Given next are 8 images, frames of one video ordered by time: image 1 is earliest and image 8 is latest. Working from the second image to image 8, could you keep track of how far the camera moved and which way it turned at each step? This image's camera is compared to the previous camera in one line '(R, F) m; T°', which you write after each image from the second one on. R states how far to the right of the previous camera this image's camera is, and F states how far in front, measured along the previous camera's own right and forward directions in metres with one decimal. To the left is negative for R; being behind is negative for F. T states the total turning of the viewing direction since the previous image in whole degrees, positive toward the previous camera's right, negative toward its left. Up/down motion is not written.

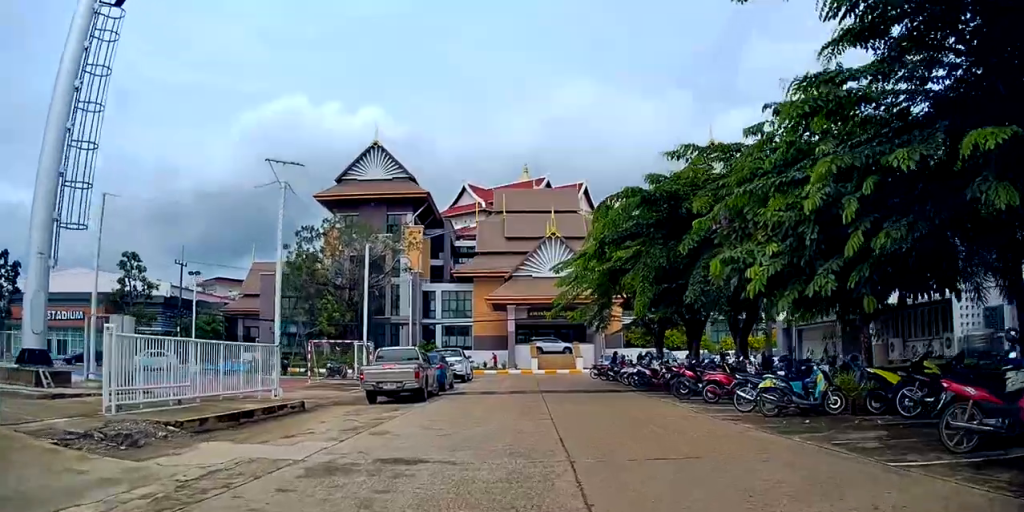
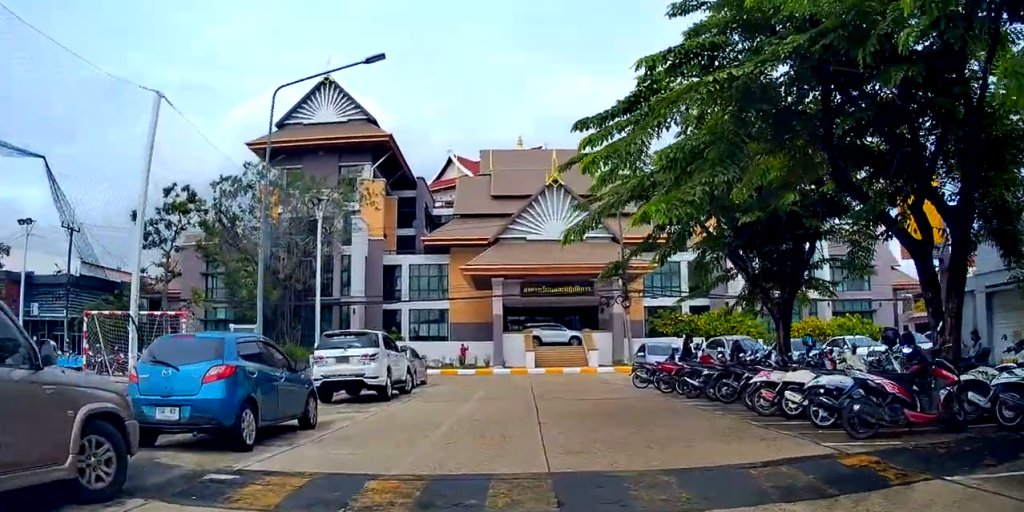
(+0.1, +16.0) m; -1°
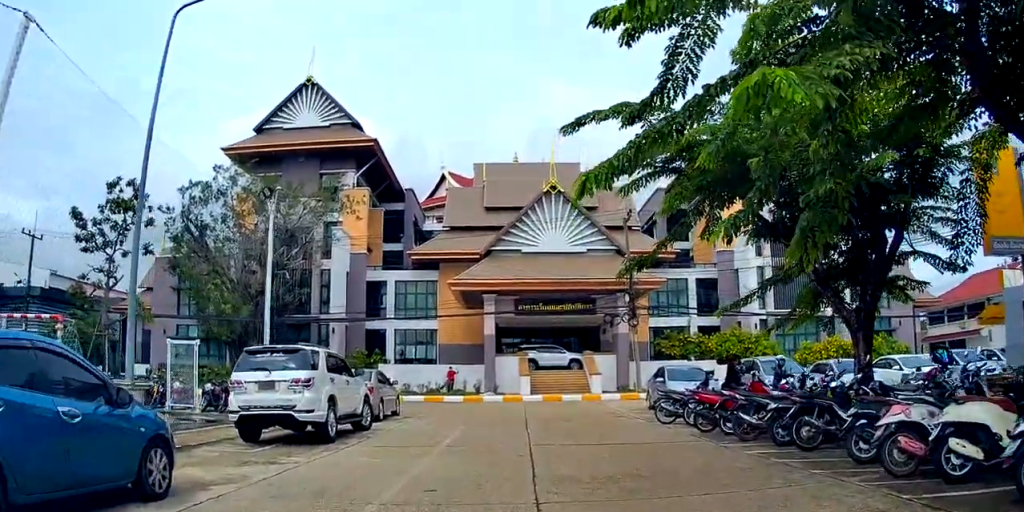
(+0.2, +4.7) m; +6°
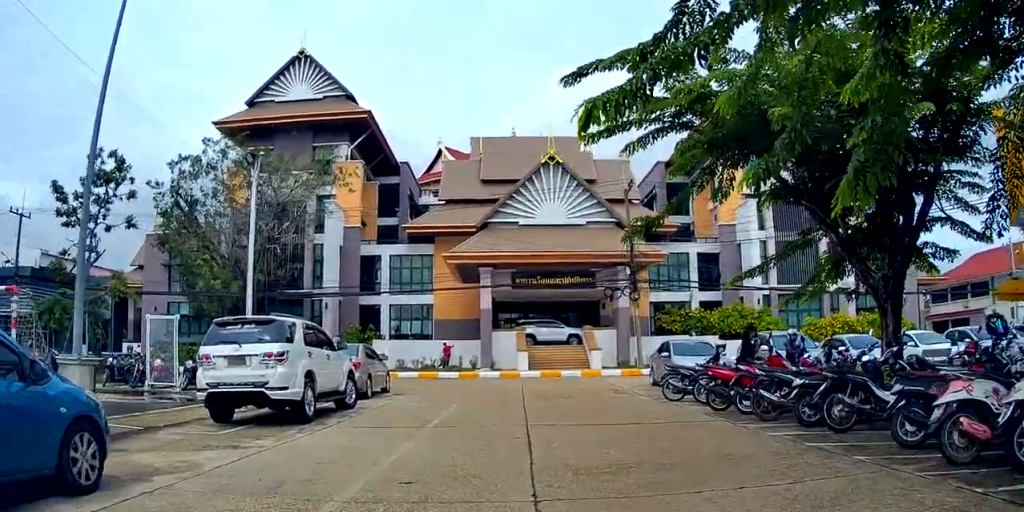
(0.0, +1.3) m; +1°
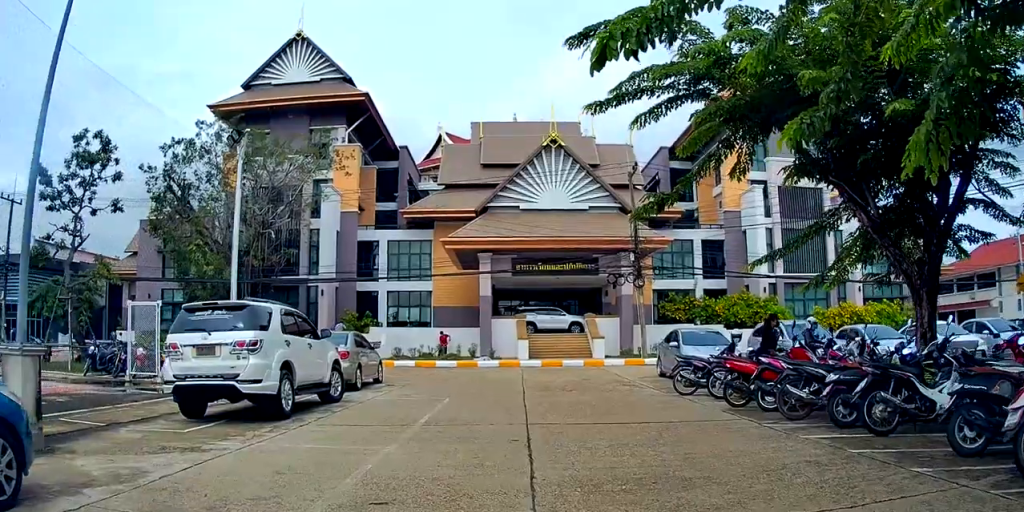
(0.0, +1.1) m; -3°
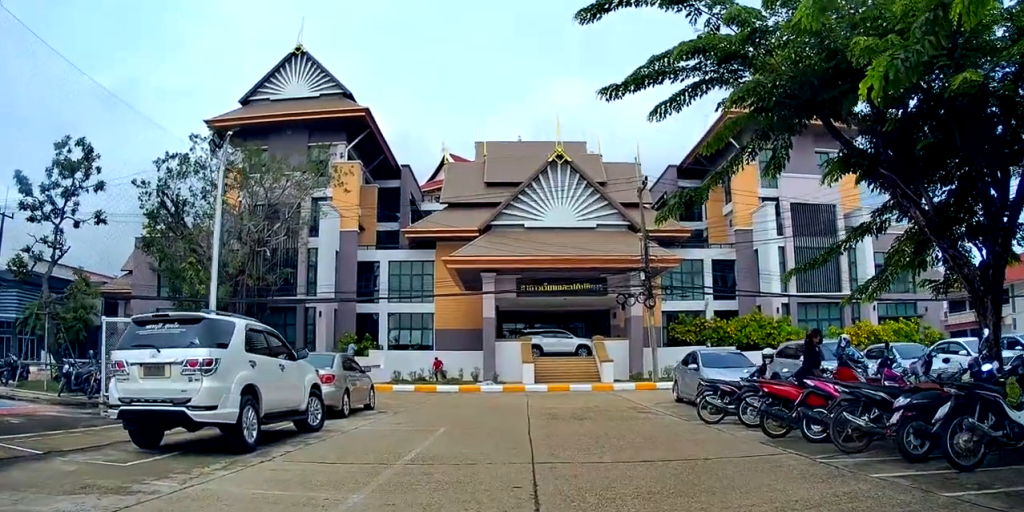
(-0.1, +1.7) m; -5°
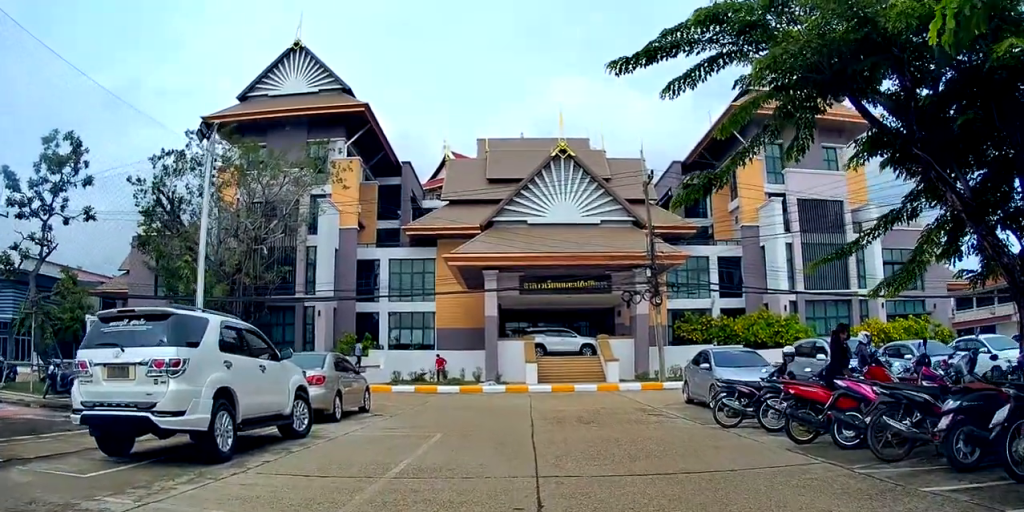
(-0.1, +1.0) m; -4°
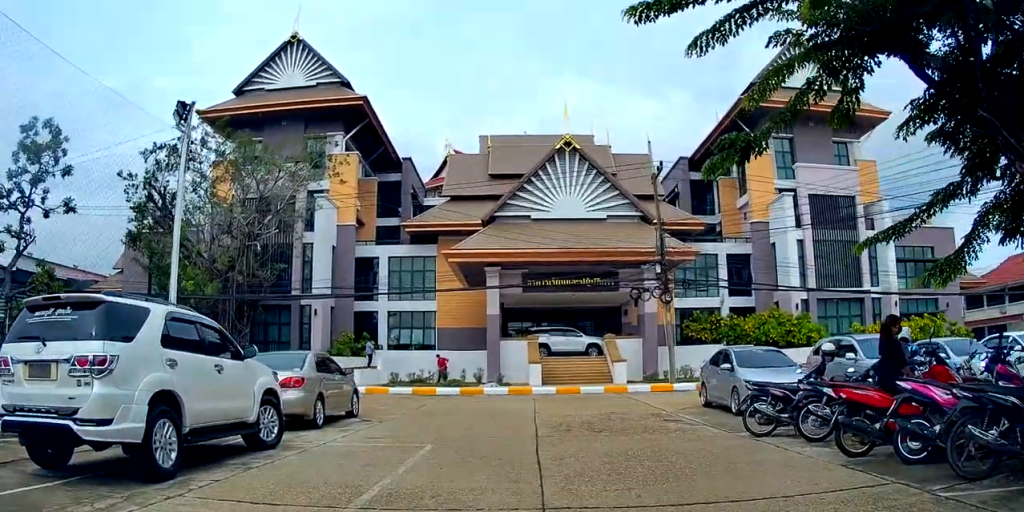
(-0.1, +1.9) m; 0°
